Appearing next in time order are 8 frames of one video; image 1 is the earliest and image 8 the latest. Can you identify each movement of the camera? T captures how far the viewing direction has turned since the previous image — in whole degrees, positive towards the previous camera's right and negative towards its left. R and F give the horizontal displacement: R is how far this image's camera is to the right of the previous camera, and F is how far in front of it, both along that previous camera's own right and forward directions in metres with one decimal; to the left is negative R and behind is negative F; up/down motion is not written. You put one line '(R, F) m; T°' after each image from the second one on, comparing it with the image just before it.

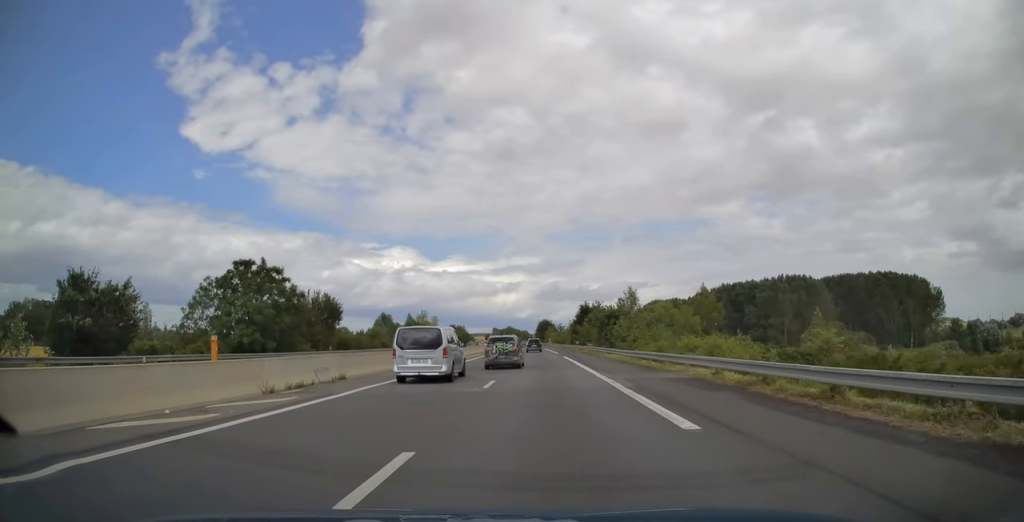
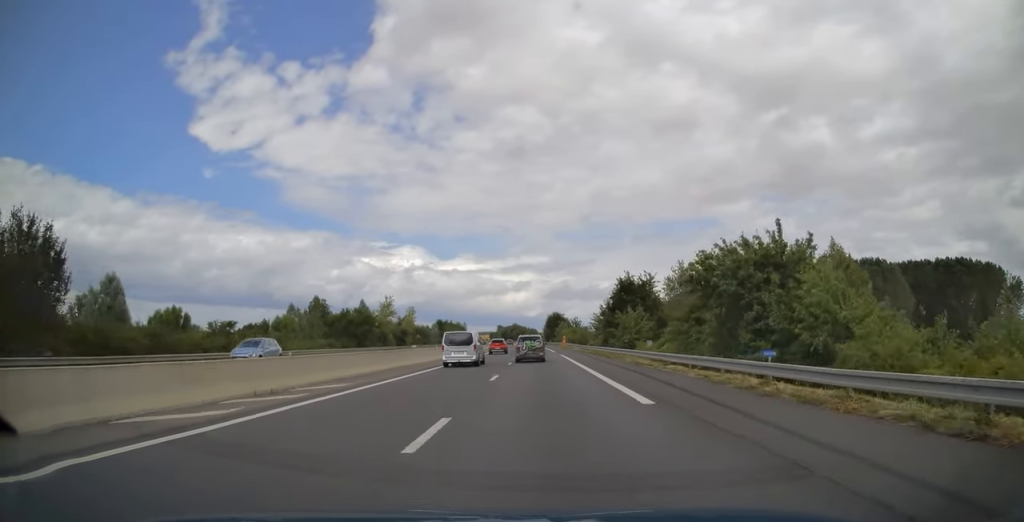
(-0.6, +48.6) m; -1°
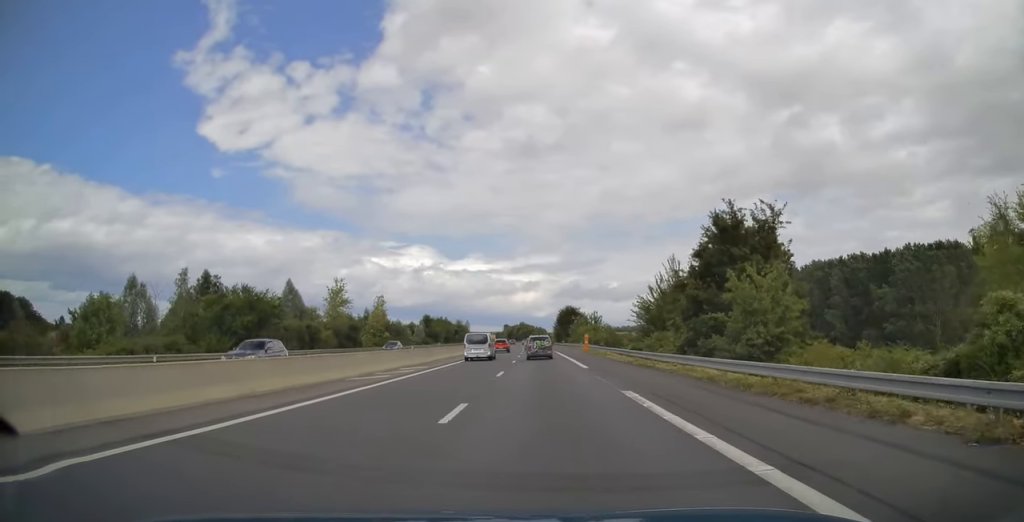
(-0.1, +36.2) m; -1°
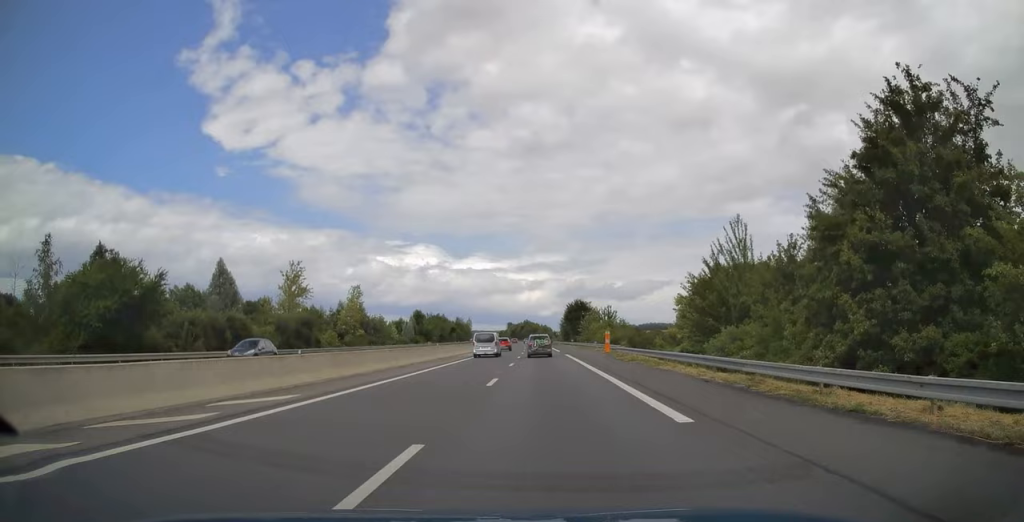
(-0.1, +18.3) m; 0°
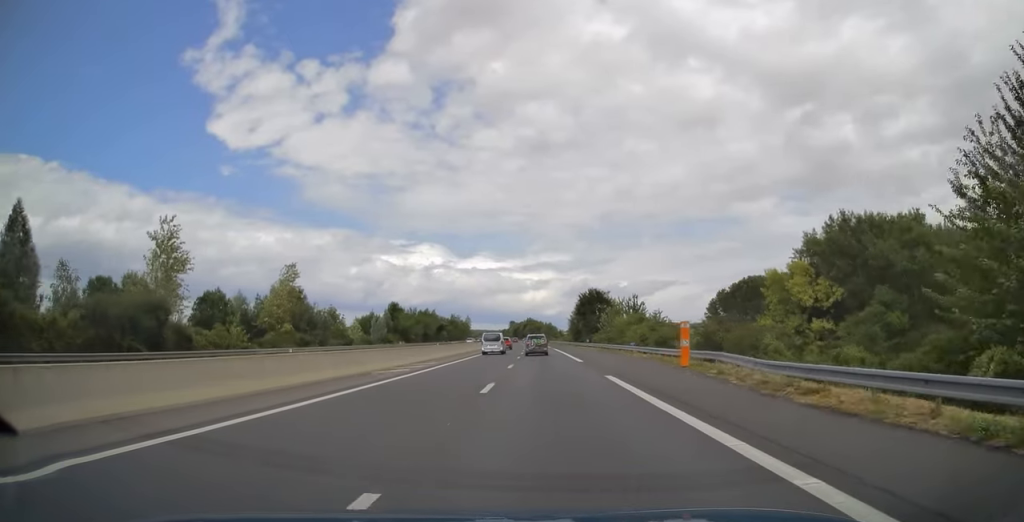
(-0.1, +28.1) m; -1°
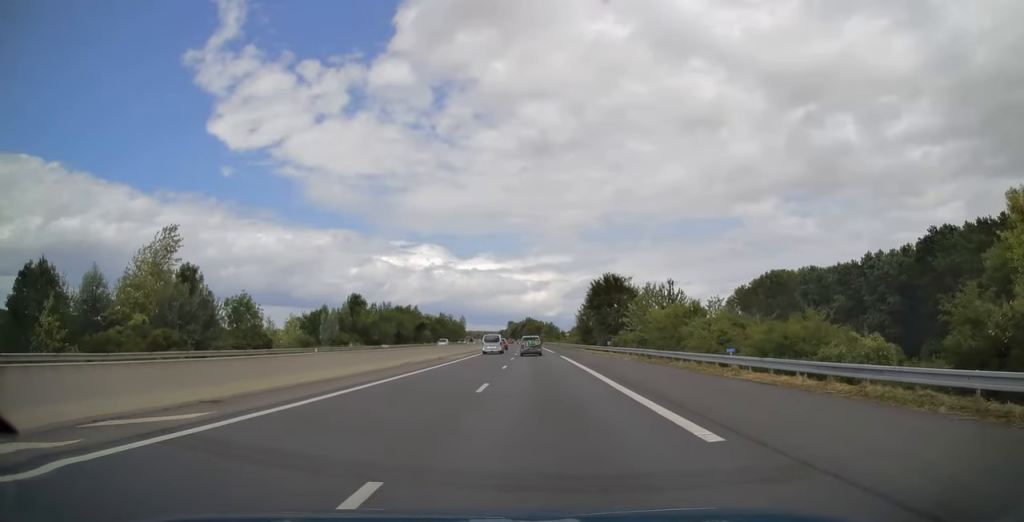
(-0.1, +25.3) m; -1°
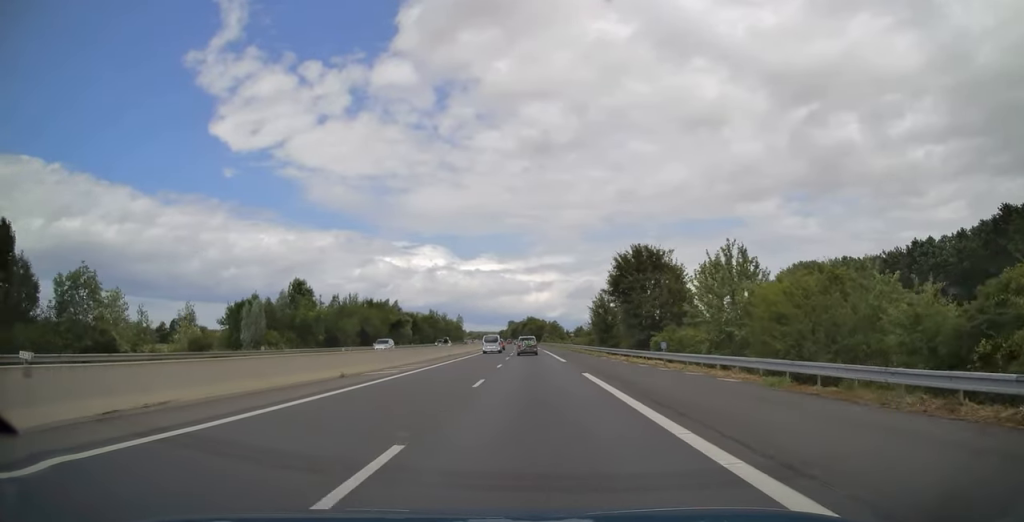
(-0.2, +23.8) m; 0°
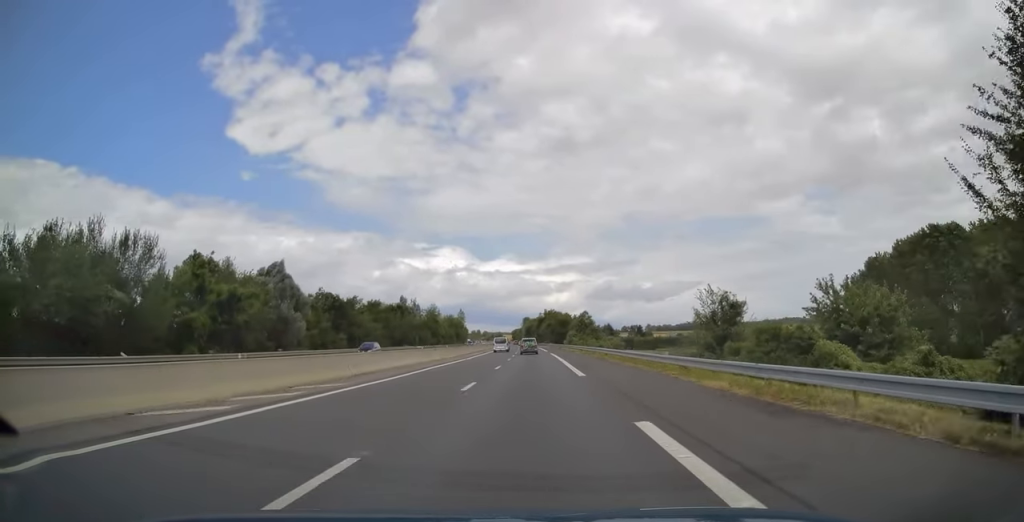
(-0.4, +65.2) m; -1°
